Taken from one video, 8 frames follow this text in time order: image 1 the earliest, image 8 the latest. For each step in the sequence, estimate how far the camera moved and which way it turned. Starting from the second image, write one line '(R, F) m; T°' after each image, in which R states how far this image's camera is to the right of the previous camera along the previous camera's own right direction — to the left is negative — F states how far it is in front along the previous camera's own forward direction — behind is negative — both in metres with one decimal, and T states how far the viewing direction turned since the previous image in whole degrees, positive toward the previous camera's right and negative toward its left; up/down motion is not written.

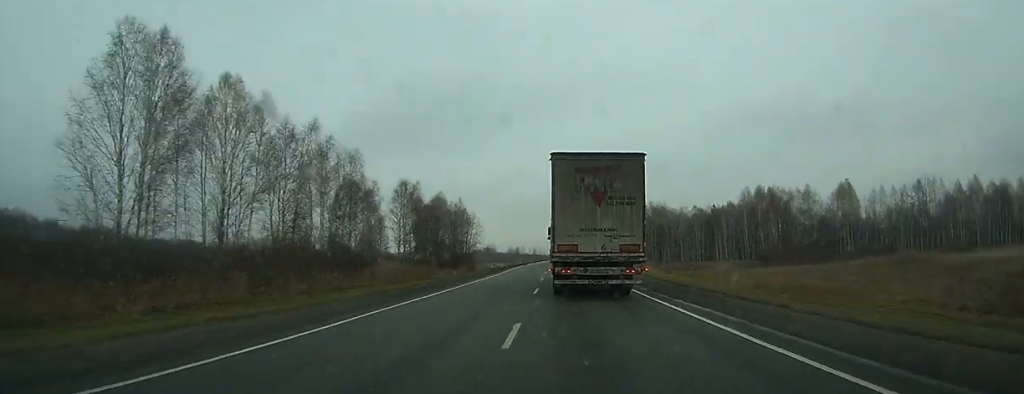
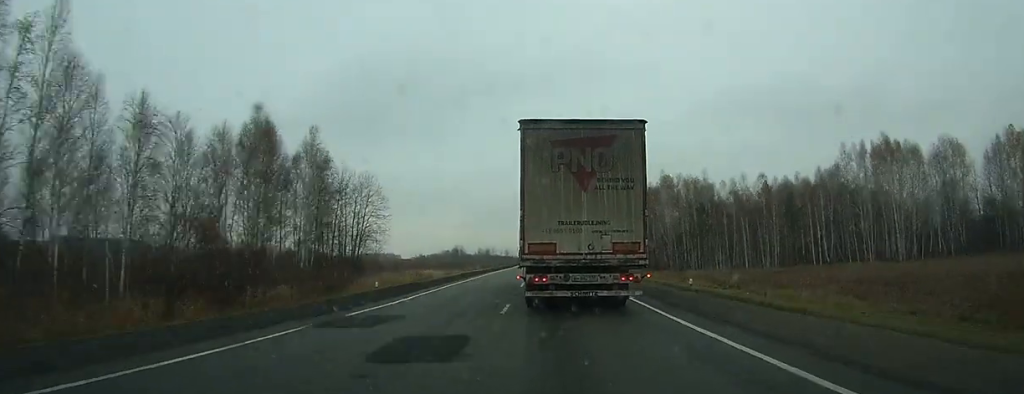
(+0.8, +62.0) m; +2°
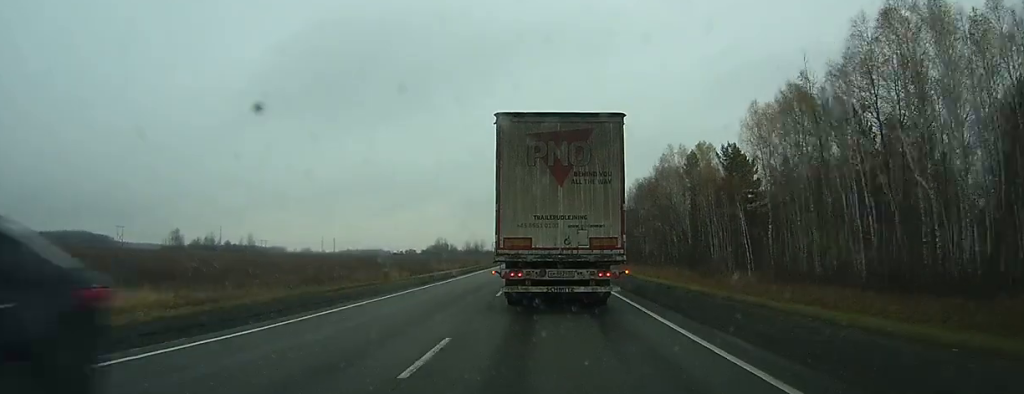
(+1.5, +80.5) m; +1°
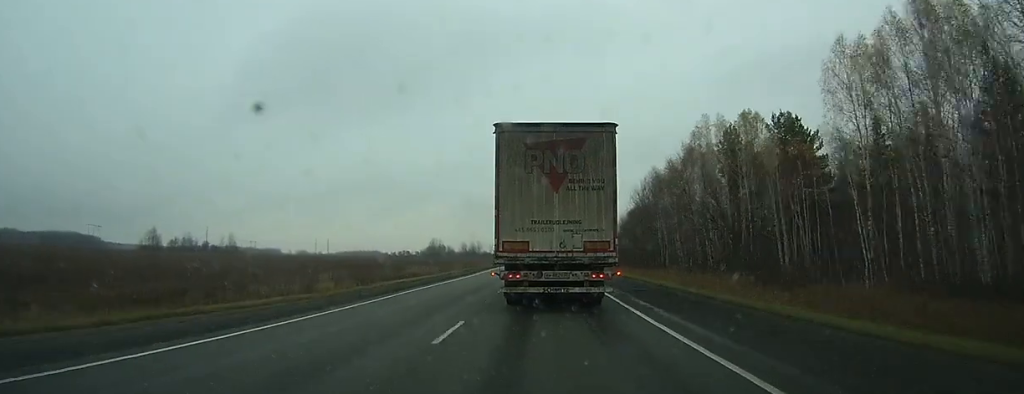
(0.0, +23.5) m; 0°
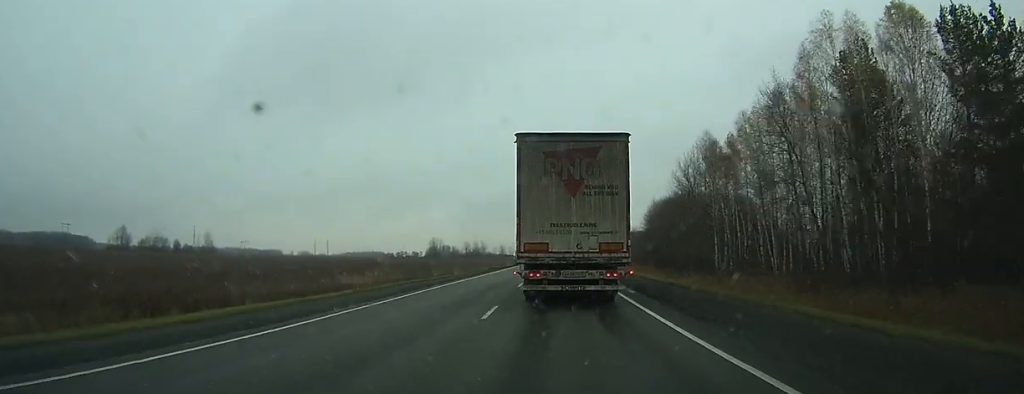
(-0.1, +34.8) m; 0°
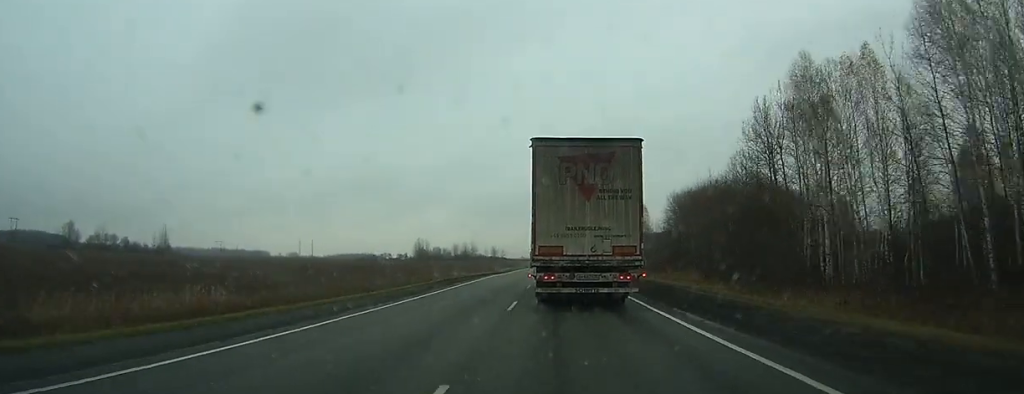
(-0.1, +33.8) m; 0°
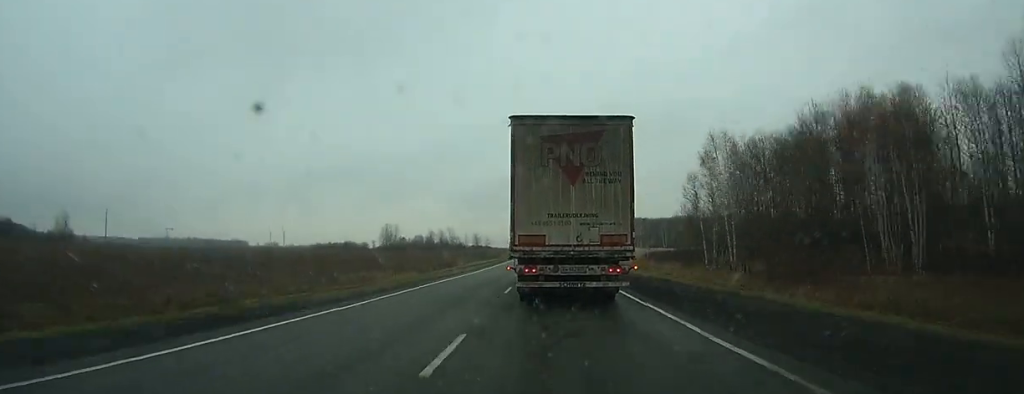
(-0.1, +54.4) m; 0°
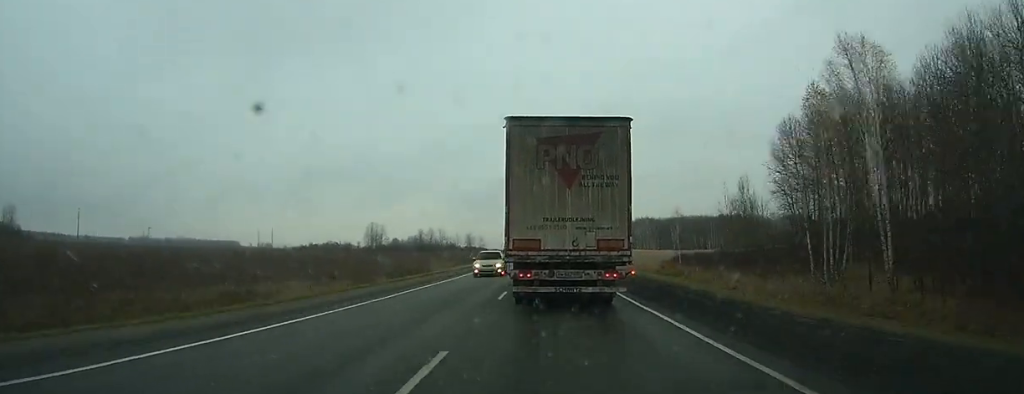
(0.0, +24.3) m; 0°
